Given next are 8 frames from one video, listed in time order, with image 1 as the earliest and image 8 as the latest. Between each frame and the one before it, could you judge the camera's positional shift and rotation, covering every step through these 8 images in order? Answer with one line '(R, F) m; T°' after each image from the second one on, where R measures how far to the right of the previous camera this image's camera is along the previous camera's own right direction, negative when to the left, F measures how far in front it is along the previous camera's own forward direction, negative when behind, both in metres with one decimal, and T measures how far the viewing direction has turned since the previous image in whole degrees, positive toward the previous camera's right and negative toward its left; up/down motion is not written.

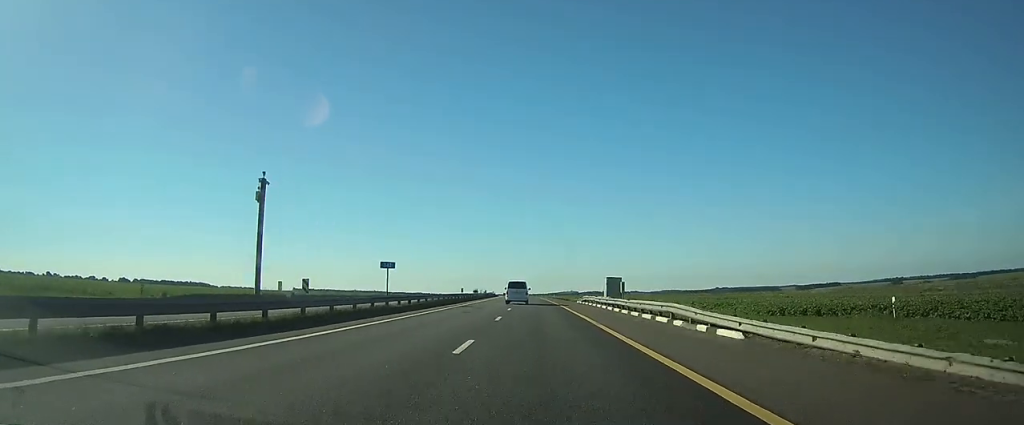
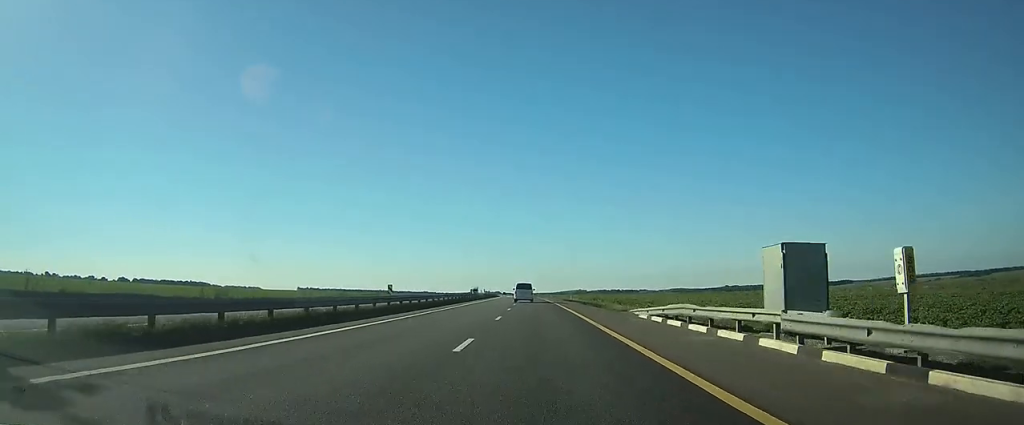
(-0.2, +35.5) m; -1°
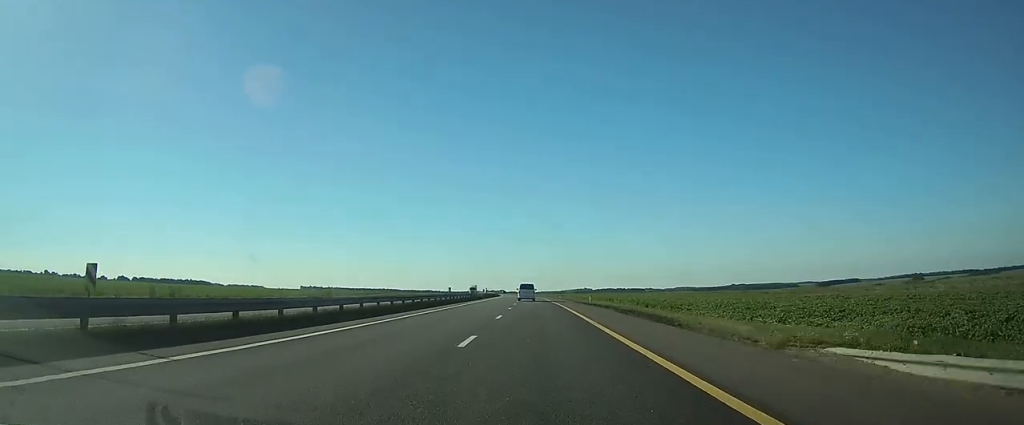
(0.0, +23.2) m; 0°
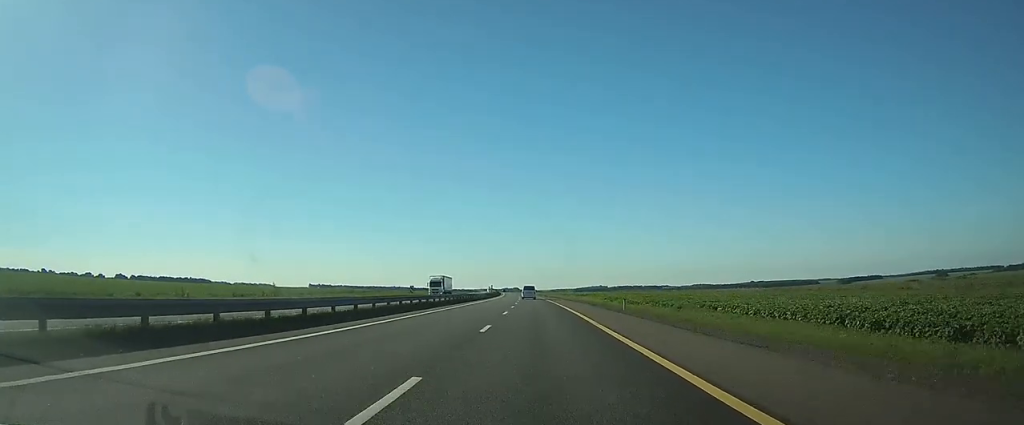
(-0.9, +67.4) m; -2°
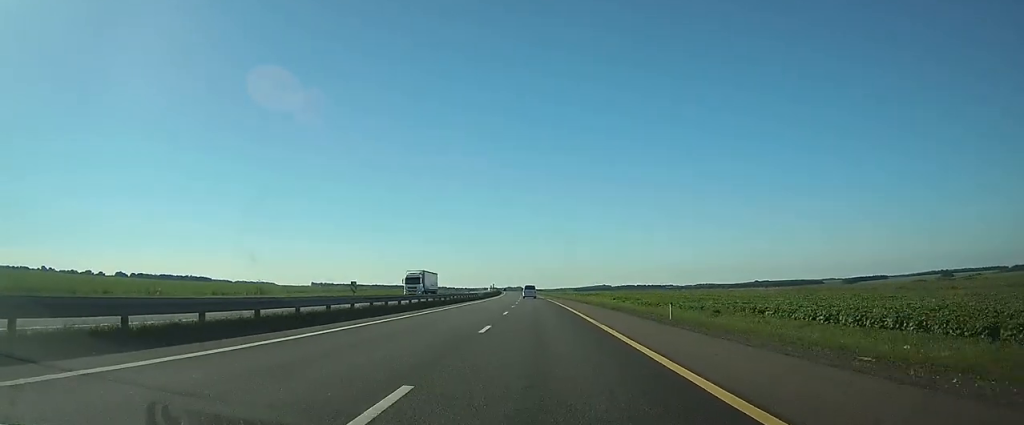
(0.0, +12.8) m; 0°
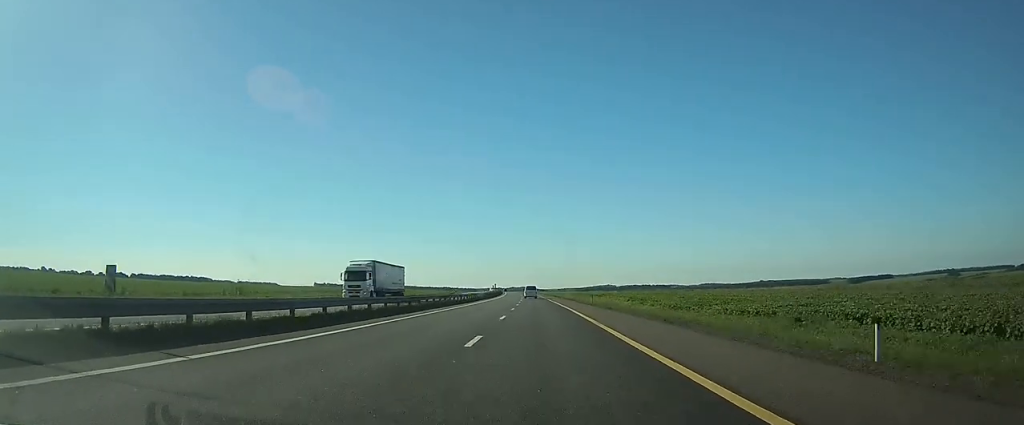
(0.0, +15.7) m; 0°
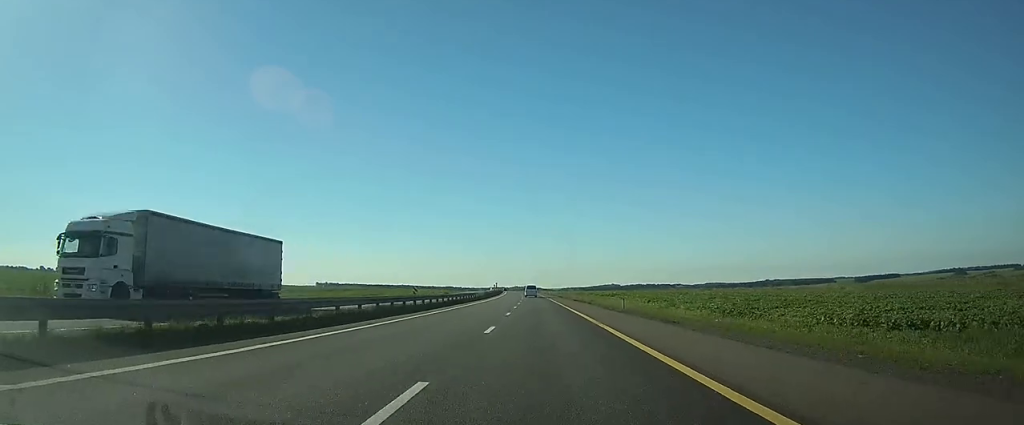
(-0.1, +19.7) m; -1°
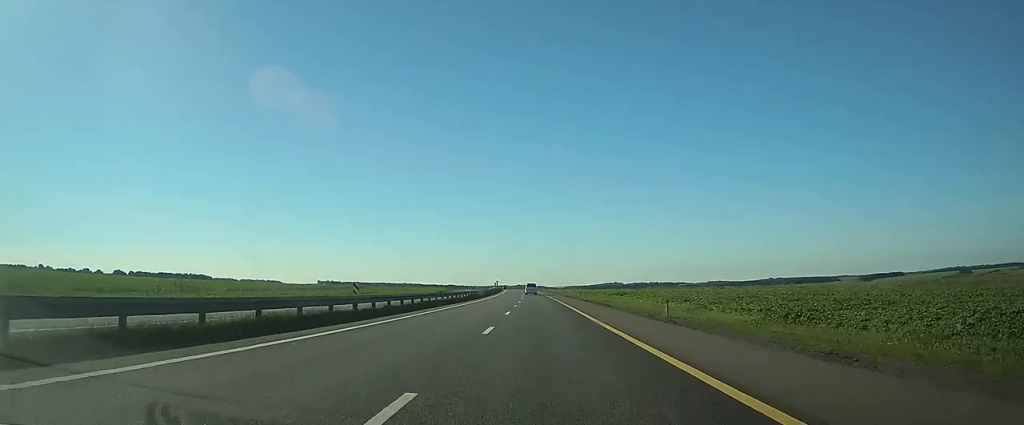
(-0.1, +12.8) m; 0°
